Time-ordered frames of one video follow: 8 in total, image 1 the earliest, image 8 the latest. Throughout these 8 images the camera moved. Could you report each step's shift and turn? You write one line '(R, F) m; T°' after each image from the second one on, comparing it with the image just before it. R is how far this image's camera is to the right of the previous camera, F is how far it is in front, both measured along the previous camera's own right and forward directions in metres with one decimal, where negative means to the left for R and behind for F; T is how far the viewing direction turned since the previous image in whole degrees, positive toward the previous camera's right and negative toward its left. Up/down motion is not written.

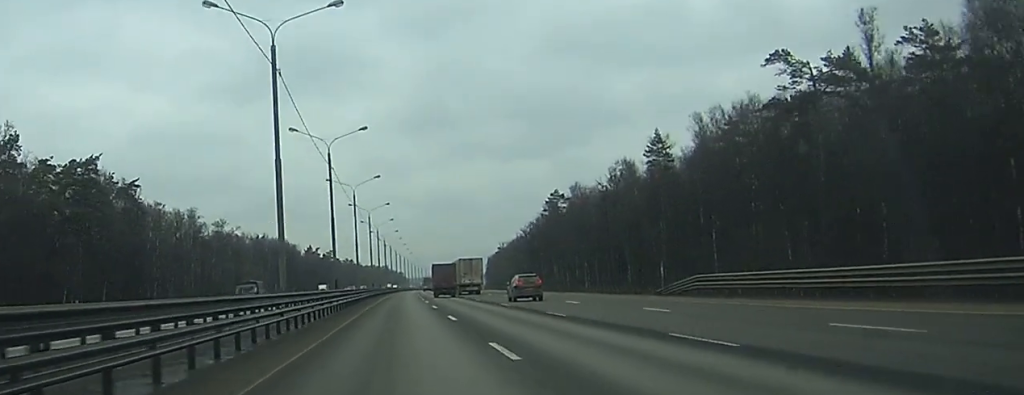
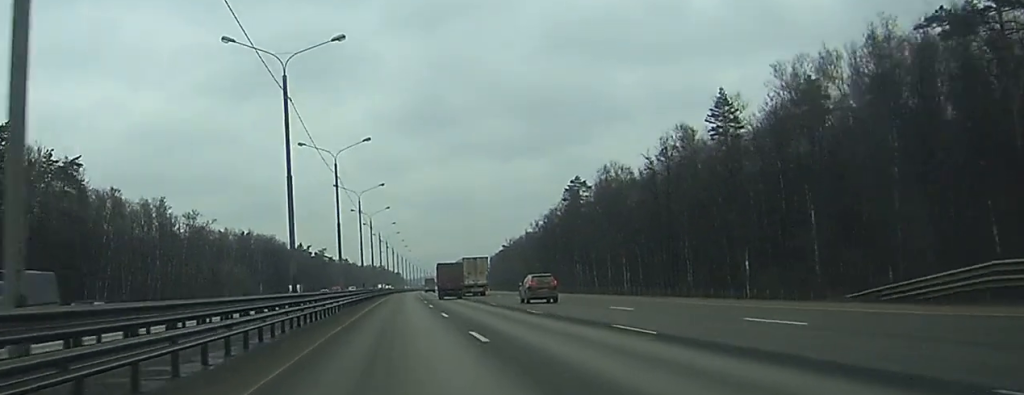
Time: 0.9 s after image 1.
(+0.1, +27.9) m; 0°
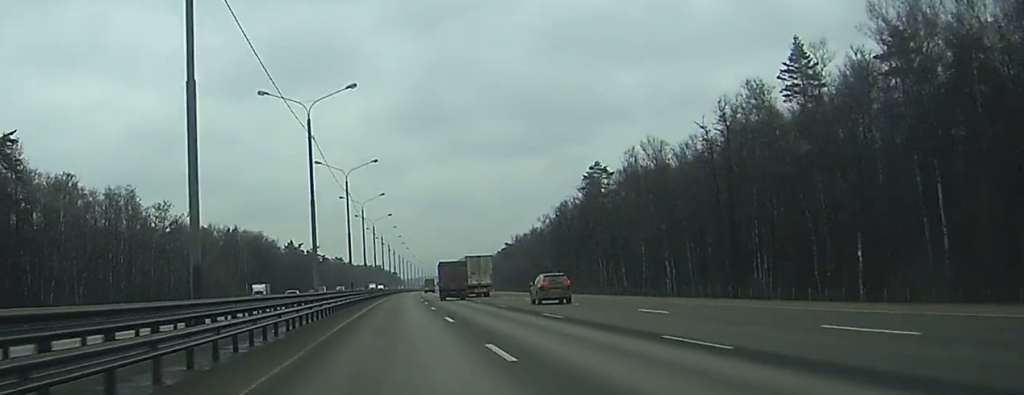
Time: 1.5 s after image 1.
(+0.1, +21.1) m; 0°
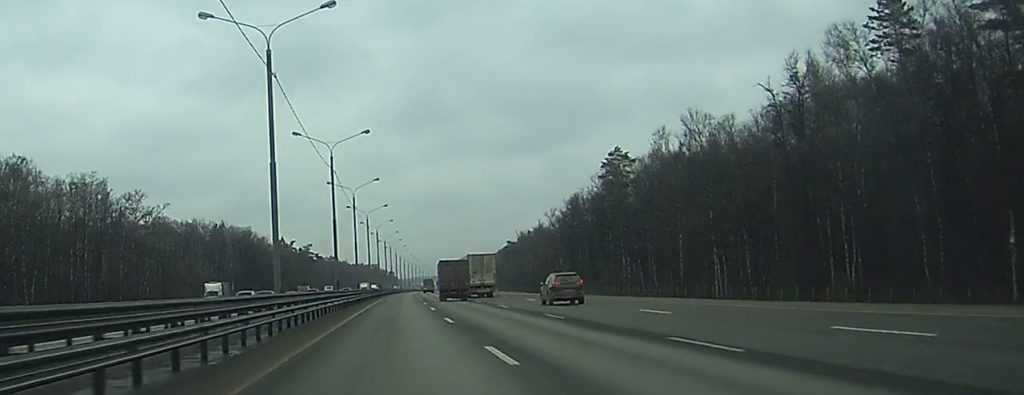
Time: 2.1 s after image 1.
(0.0, +16.8) m; 0°
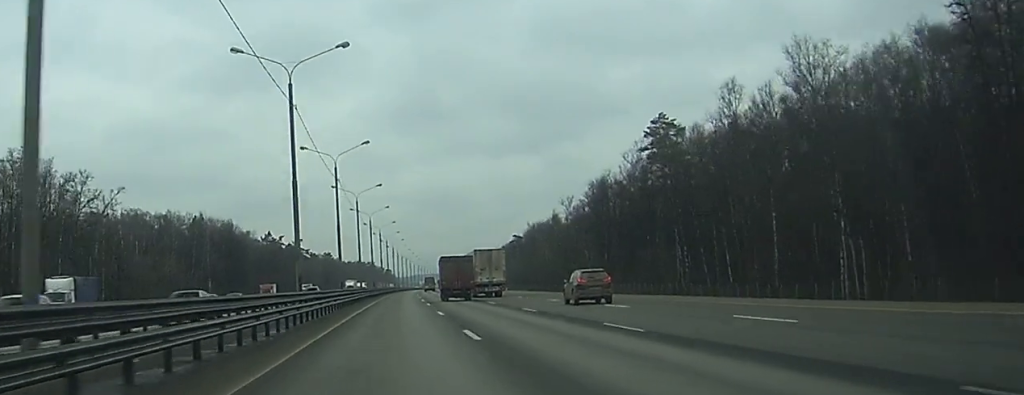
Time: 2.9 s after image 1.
(0.0, +26.2) m; 0°
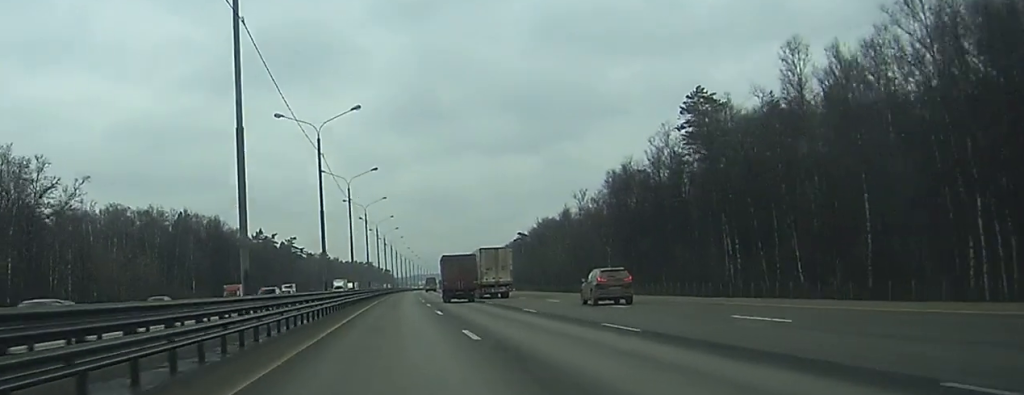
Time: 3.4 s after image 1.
(0.0, +15.7) m; 0°
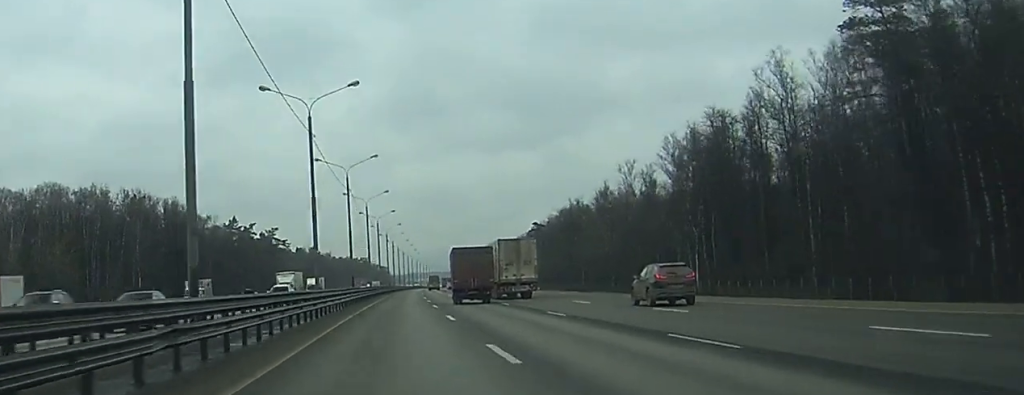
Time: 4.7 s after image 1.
(+0.2, +39.9) m; 0°
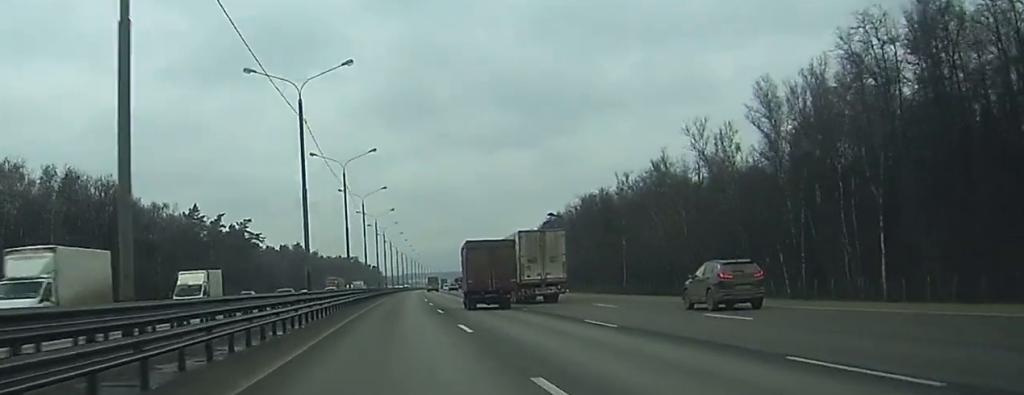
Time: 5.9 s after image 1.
(+0.2, +38.0) m; +1°
